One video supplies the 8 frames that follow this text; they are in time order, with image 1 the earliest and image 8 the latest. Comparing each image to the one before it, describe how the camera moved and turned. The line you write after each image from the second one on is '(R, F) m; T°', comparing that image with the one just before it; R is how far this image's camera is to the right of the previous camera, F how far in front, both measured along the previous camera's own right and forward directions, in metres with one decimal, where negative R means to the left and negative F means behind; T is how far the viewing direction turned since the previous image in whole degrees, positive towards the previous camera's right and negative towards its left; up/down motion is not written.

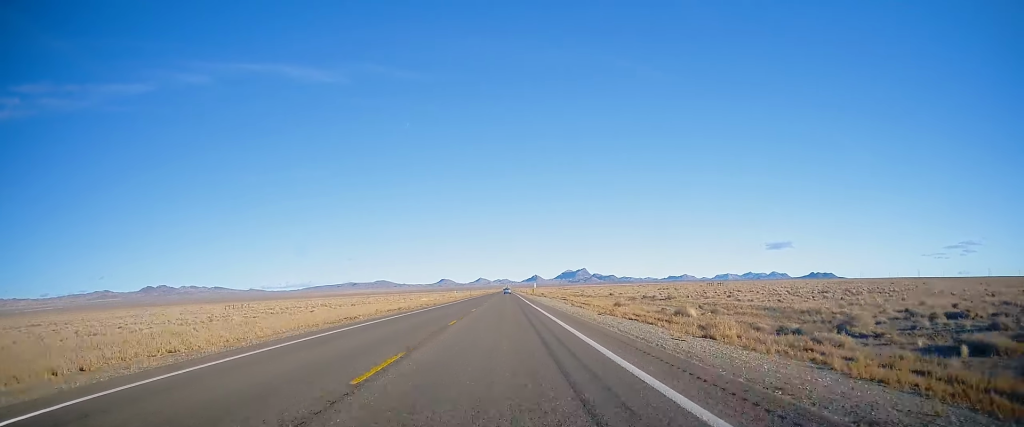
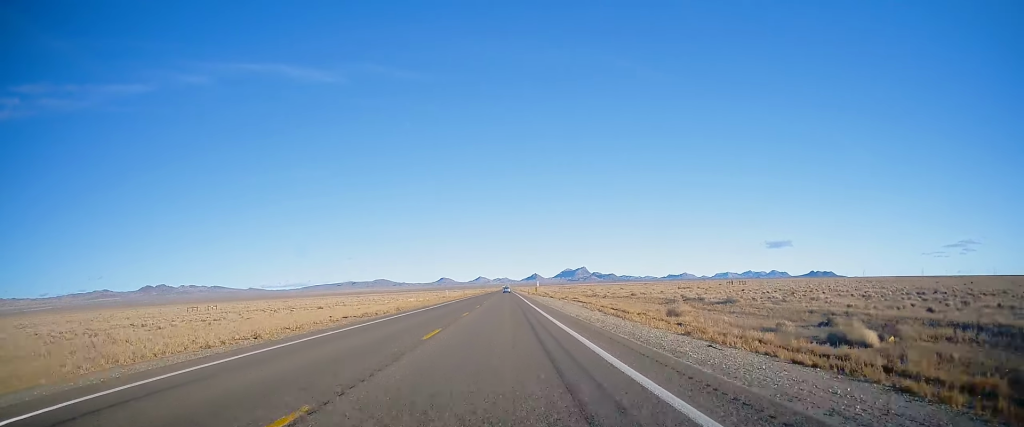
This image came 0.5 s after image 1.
(0.0, +17.3) m; +1°
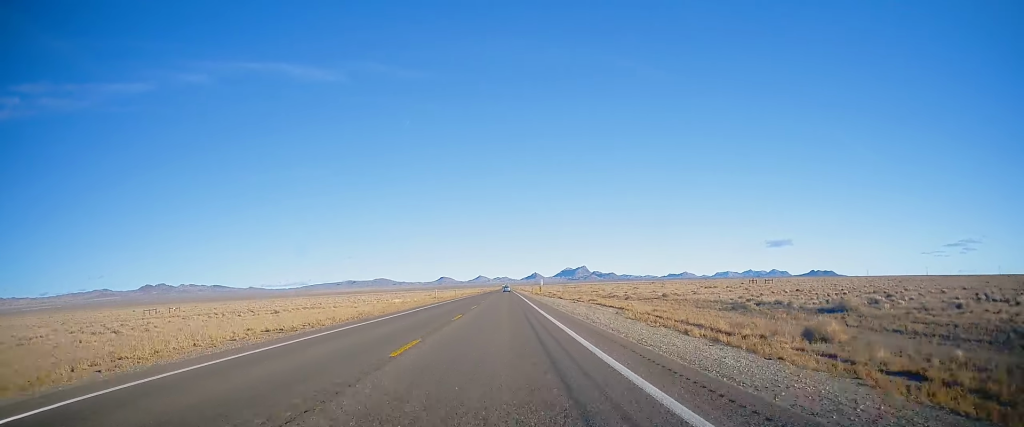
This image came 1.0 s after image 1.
(+0.3, +16.2) m; 0°
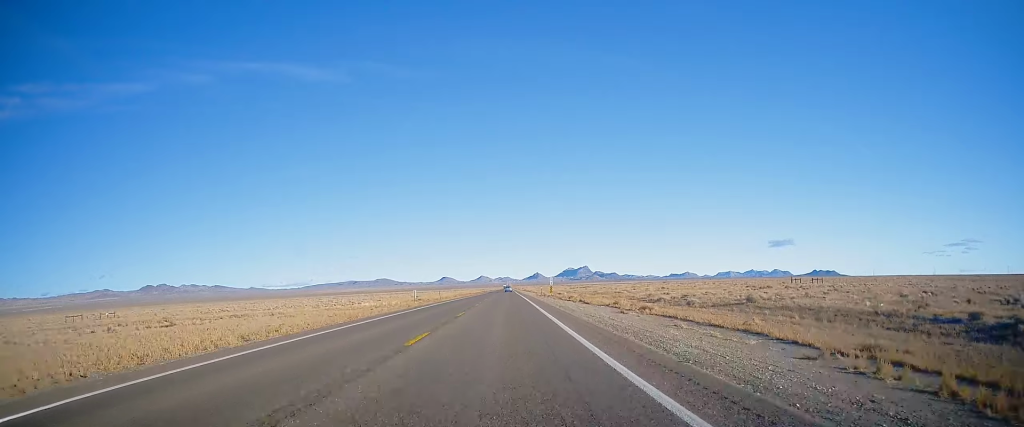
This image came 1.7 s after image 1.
(+0.2, +22.7) m; 0°
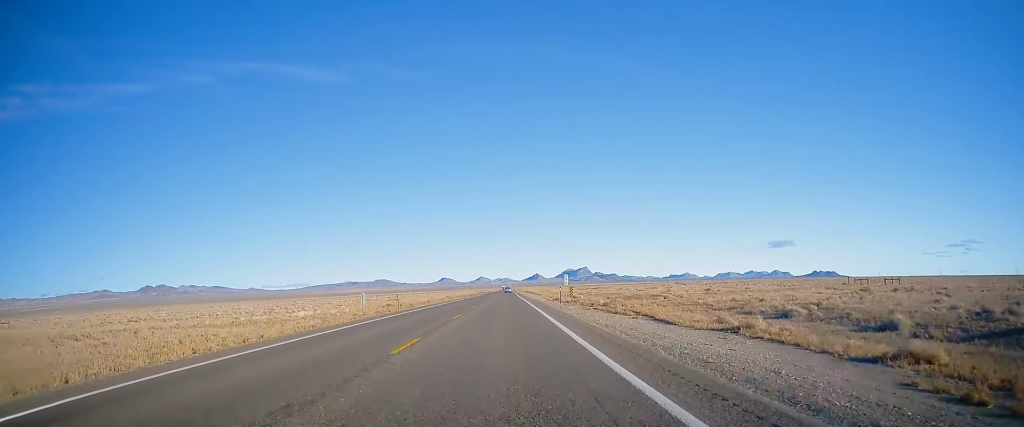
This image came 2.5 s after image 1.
(-0.3, +25.9) m; -1°
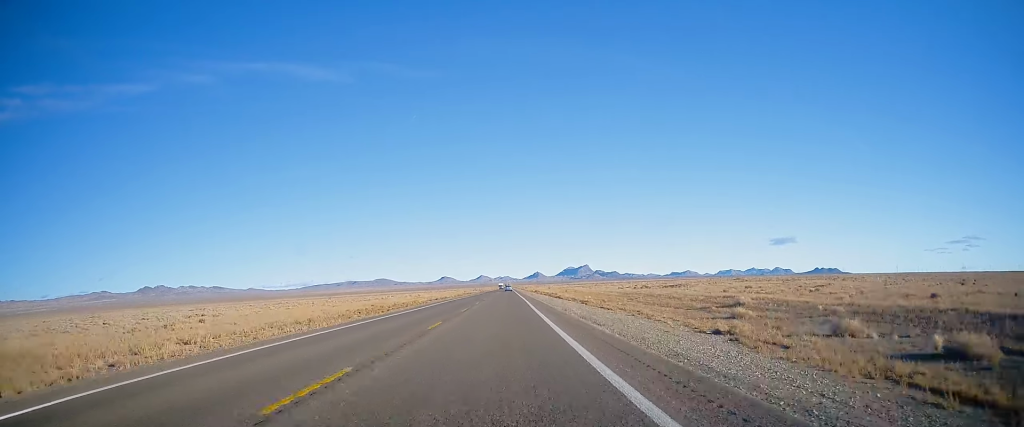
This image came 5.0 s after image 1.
(-0.4, +78.6) m; -1°
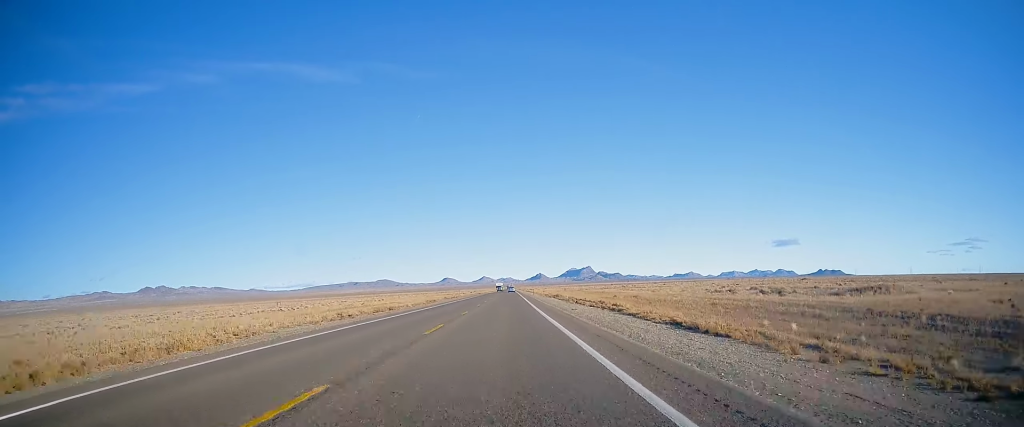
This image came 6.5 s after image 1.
(0.0, +50.6) m; +1°
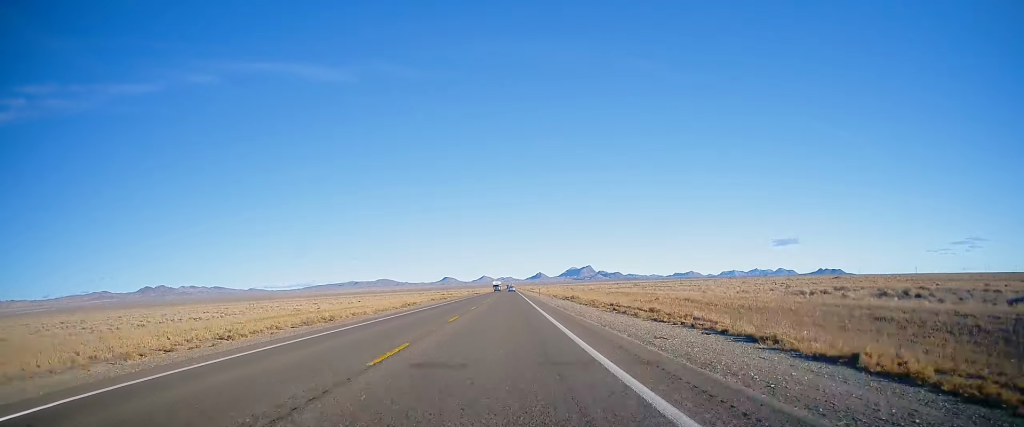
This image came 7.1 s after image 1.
(+0.1, +18.4) m; 0°
